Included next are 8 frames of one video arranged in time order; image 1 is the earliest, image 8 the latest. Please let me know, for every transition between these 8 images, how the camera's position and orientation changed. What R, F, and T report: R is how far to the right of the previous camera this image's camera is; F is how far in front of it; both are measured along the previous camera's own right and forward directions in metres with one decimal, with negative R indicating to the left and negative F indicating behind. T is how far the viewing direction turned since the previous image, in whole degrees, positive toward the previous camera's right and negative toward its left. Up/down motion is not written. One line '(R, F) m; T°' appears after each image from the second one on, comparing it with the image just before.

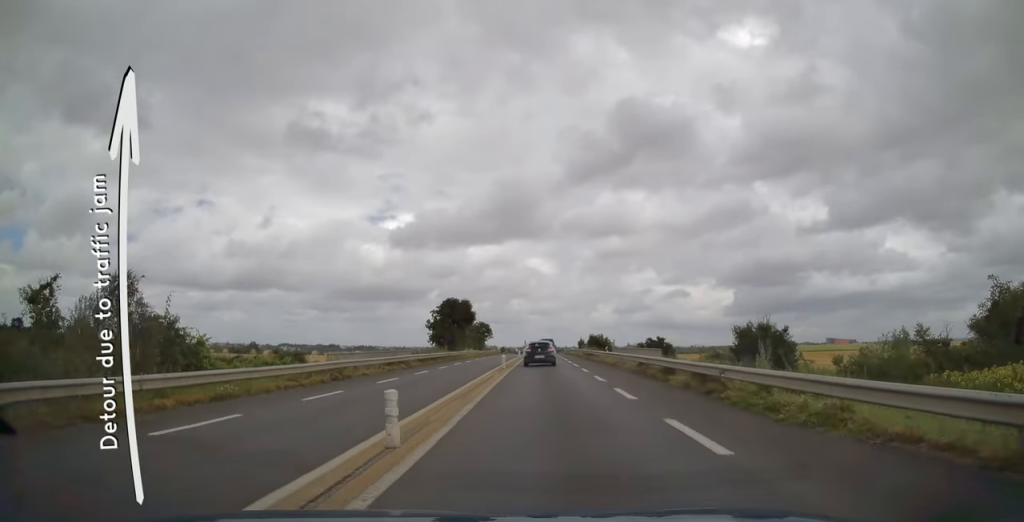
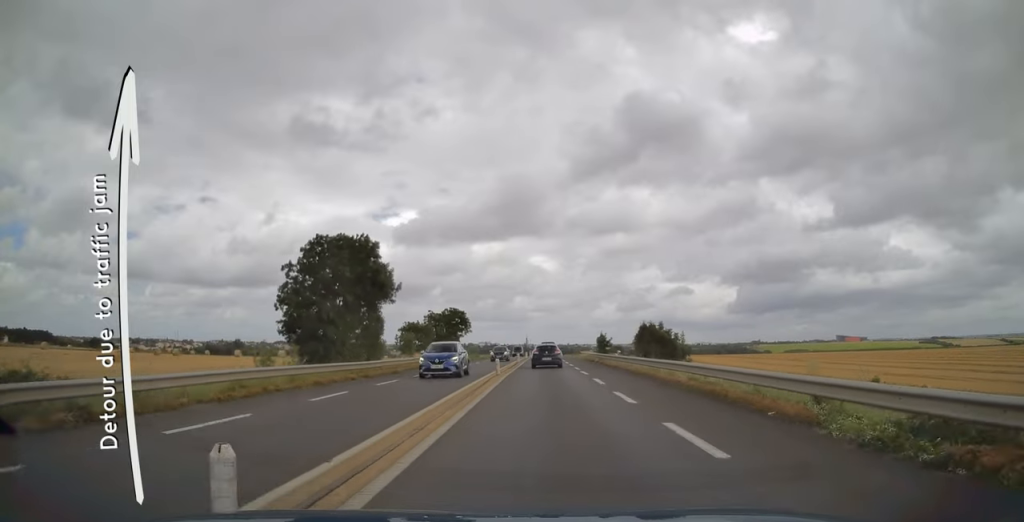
(-0.8, +52.4) m; -1°
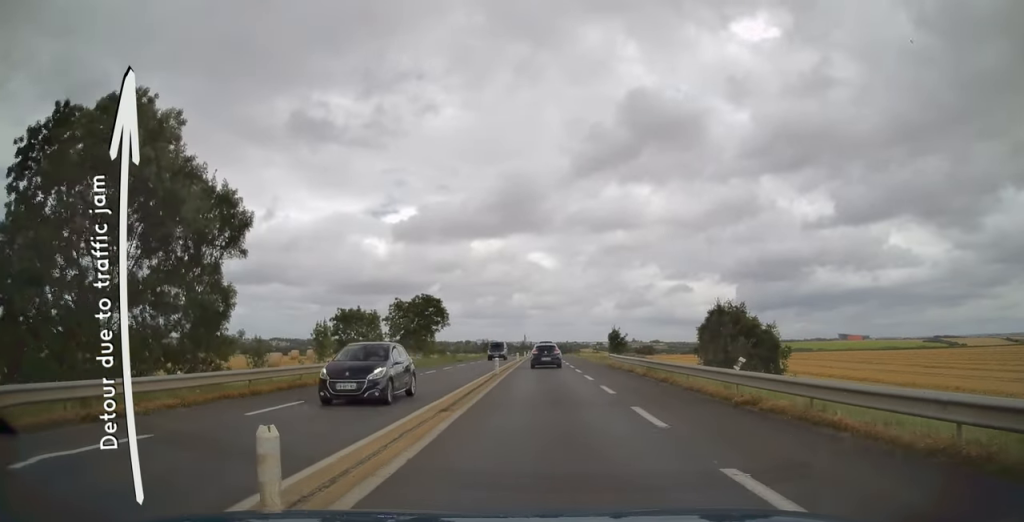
(+0.3, +23.0) m; +1°
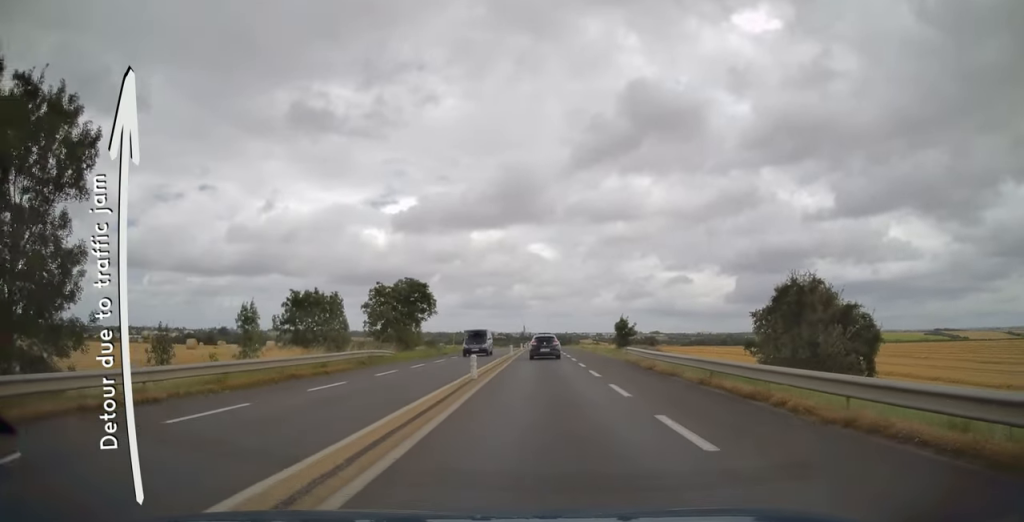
(0.0, +9.3) m; 0°
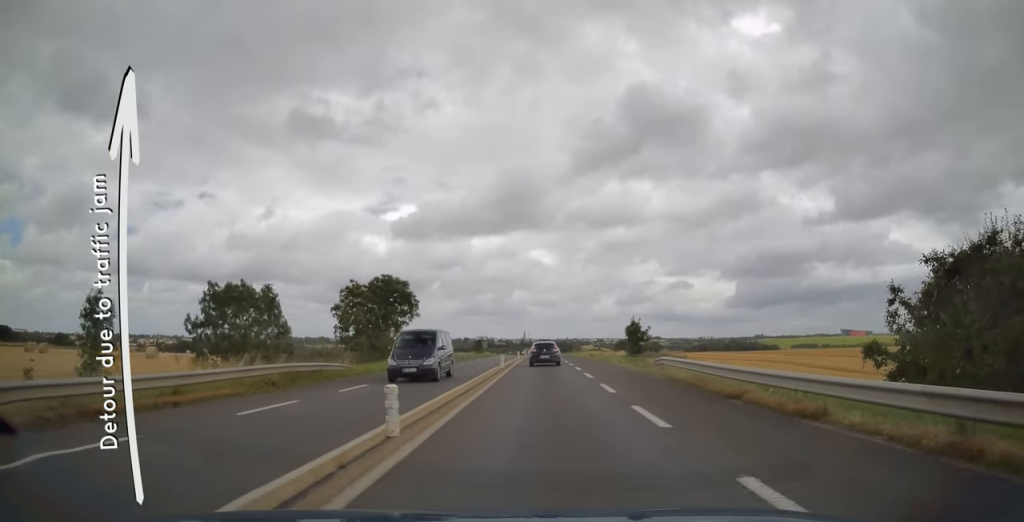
(0.0, +10.5) m; 0°
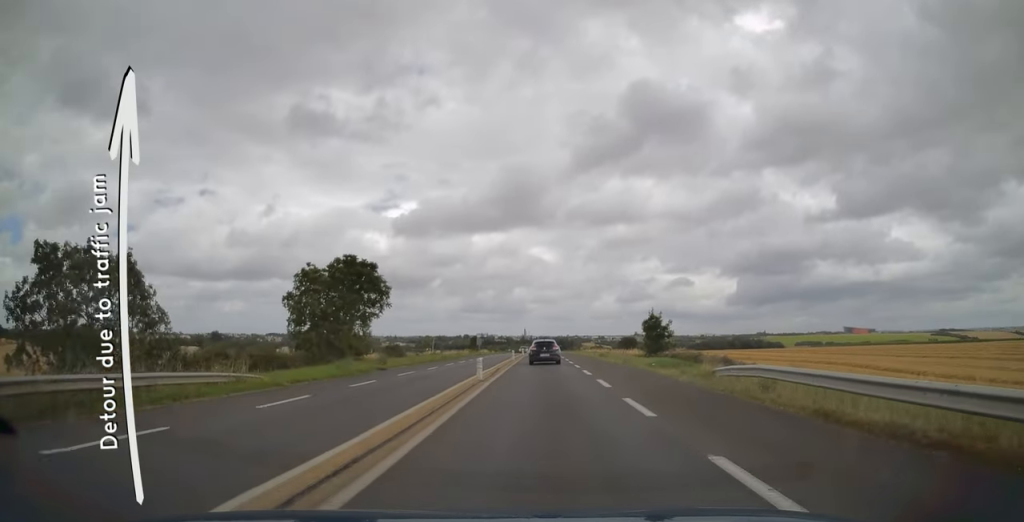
(-0.1, +12.0) m; 0°
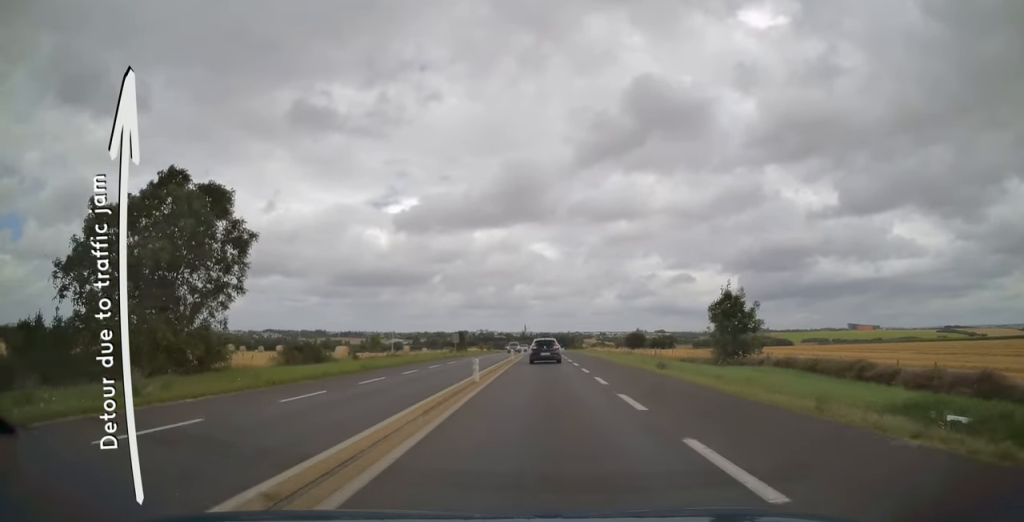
(-0.1, +24.9) m; 0°
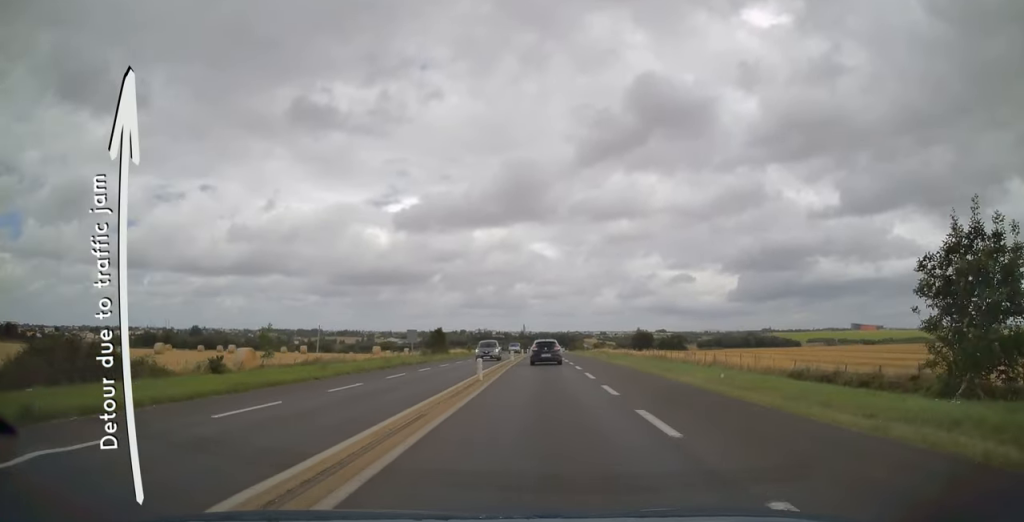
(+0.3, +22.5) m; +1°
